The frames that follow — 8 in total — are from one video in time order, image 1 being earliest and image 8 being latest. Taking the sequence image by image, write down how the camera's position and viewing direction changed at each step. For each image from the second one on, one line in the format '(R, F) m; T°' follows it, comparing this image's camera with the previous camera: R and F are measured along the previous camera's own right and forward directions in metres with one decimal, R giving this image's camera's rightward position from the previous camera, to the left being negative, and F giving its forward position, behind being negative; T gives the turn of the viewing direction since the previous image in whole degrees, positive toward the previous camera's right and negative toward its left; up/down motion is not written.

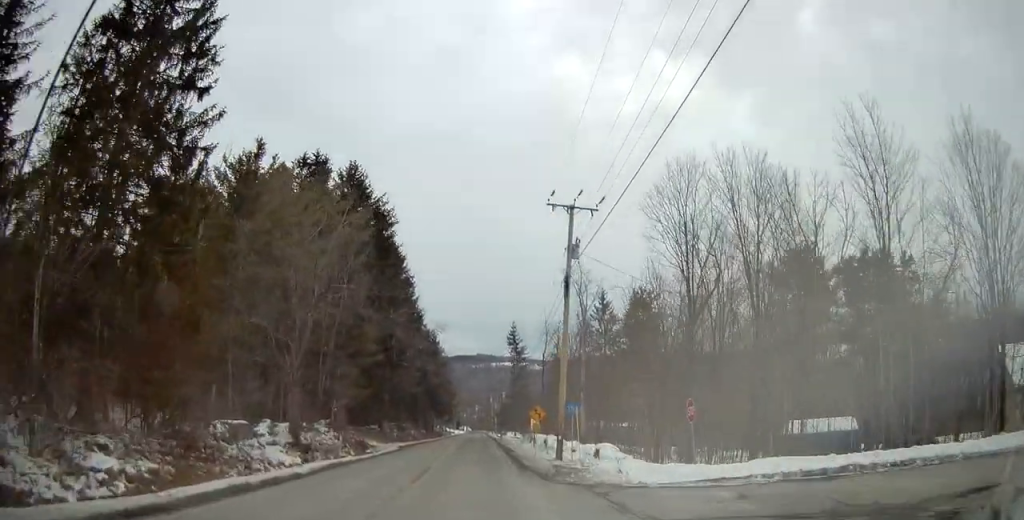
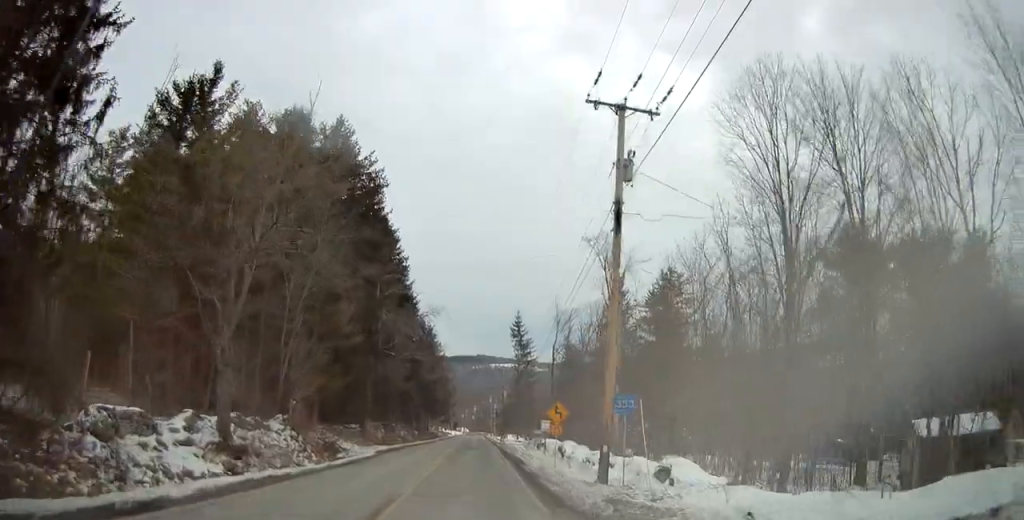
(+0.1, +9.0) m; +1°
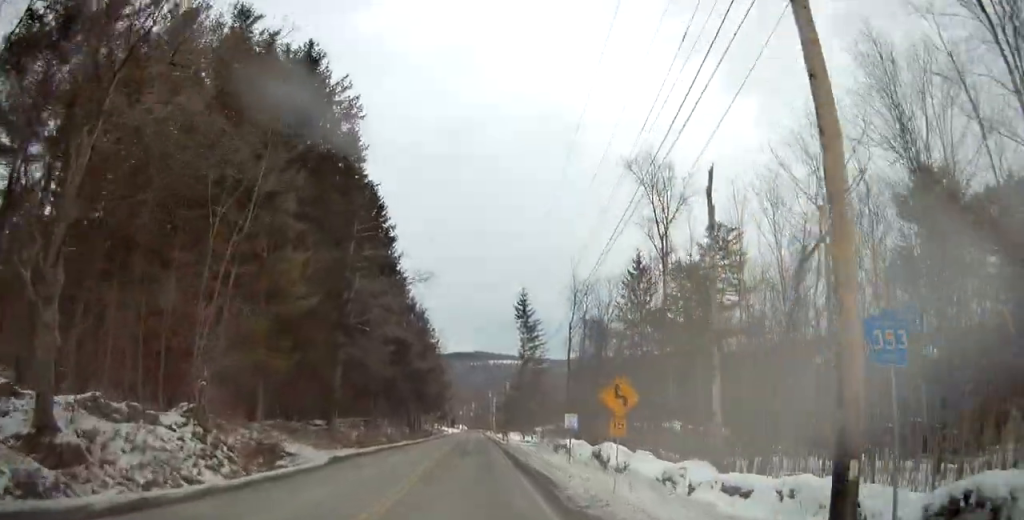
(+0.1, +11.0) m; 0°
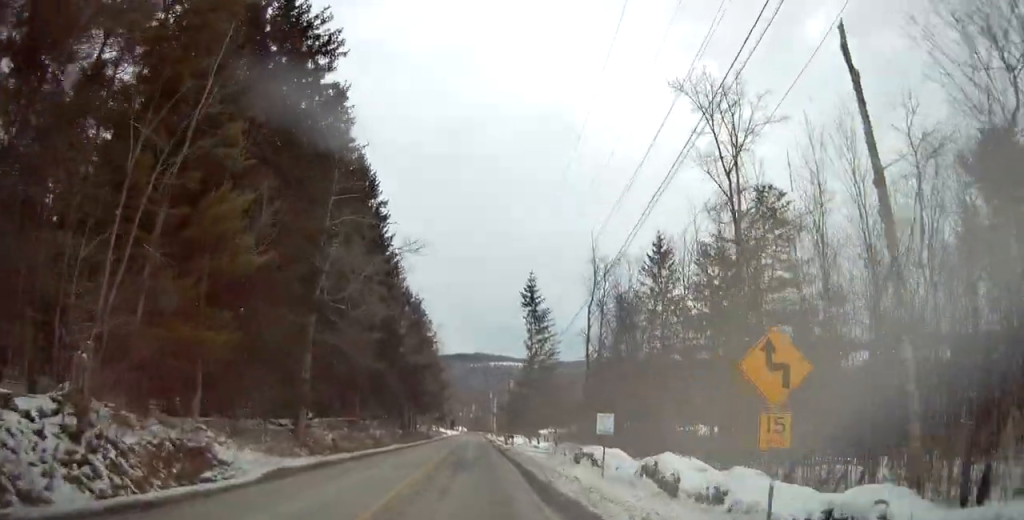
(0.0, +7.5) m; 0°
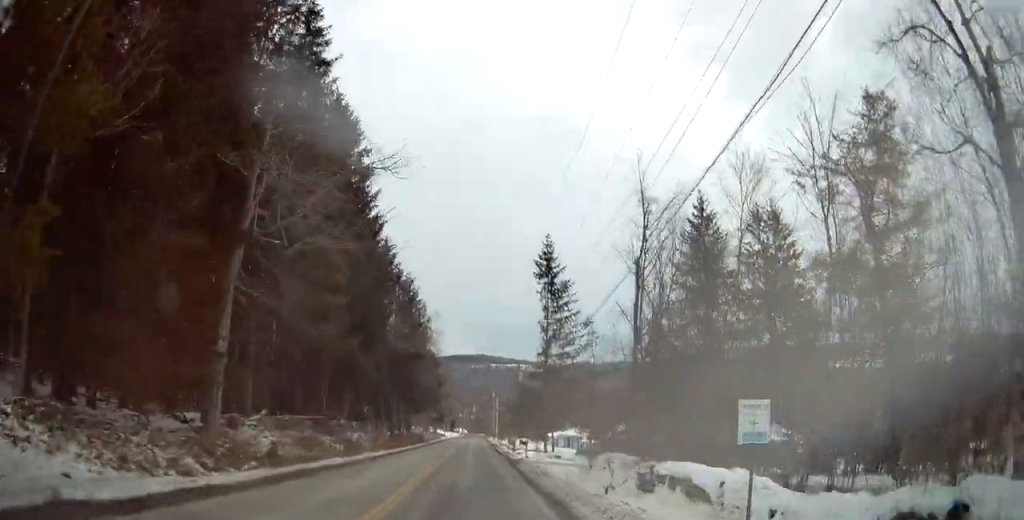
(0.0, +11.7) m; -1°
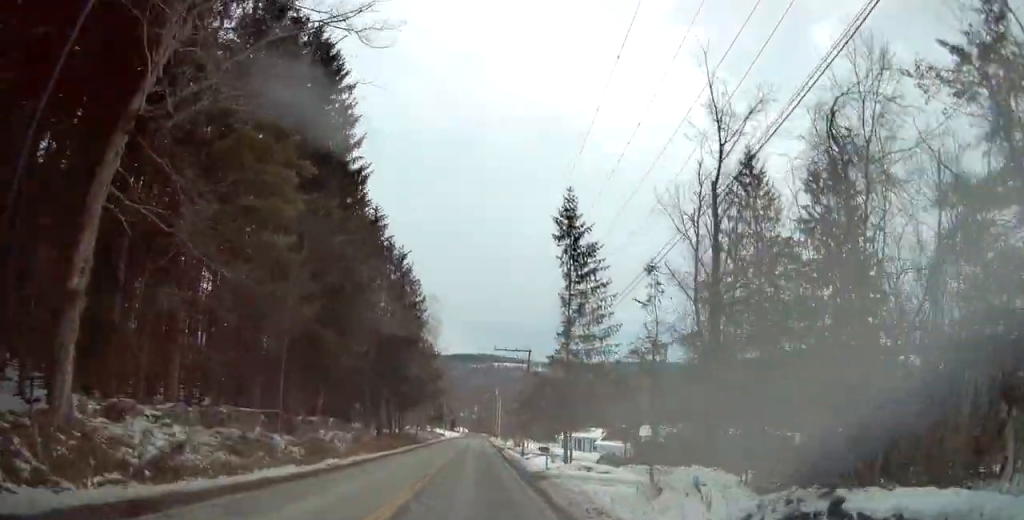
(-0.2, +9.6) m; -1°
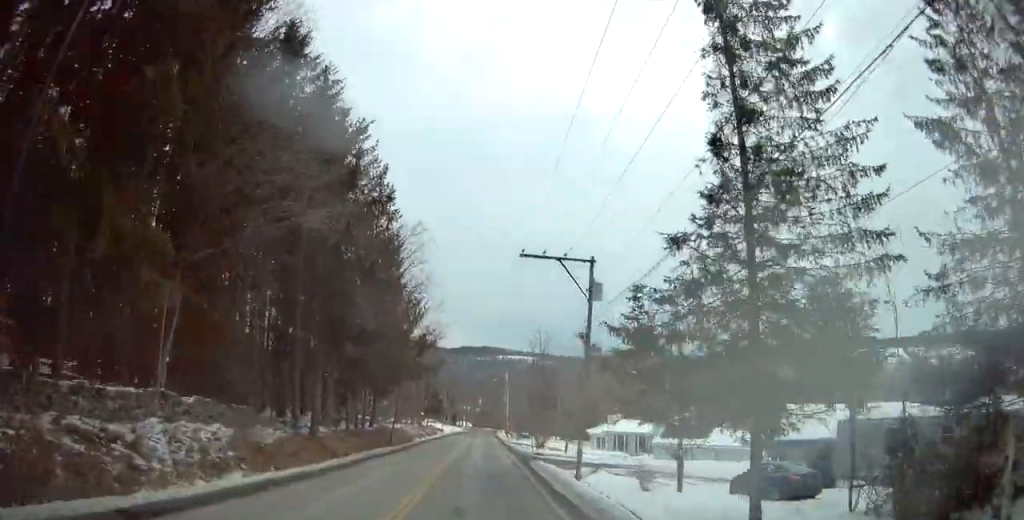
(-0.1, +23.9) m; +1°
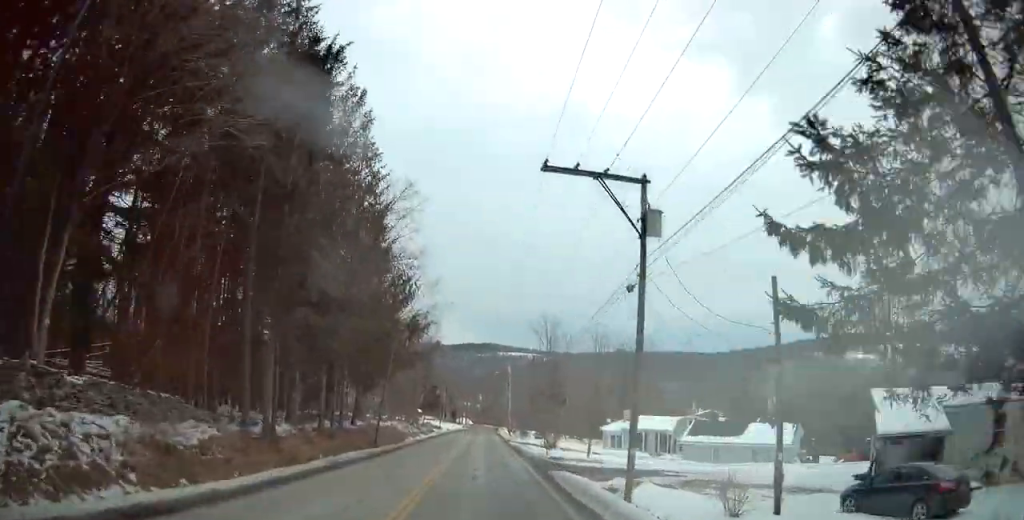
(+0.1, +7.5) m; 0°
